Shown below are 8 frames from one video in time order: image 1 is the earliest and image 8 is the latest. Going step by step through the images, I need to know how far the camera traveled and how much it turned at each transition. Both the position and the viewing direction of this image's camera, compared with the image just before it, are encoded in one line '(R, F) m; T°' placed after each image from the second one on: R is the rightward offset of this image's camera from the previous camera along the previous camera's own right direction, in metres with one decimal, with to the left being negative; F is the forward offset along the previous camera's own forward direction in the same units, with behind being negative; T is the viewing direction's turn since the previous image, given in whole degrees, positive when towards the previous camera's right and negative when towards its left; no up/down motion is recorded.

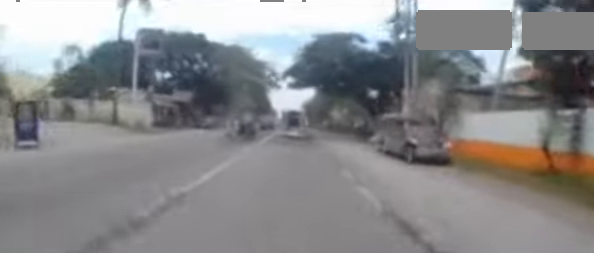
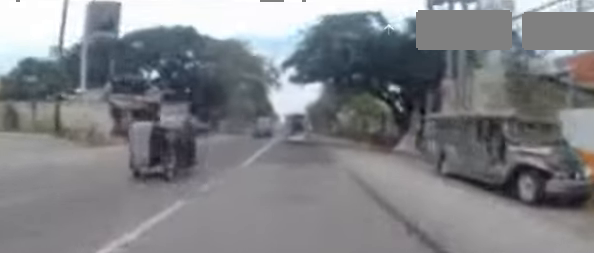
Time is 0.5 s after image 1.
(0.0, +6.3) m; 0°
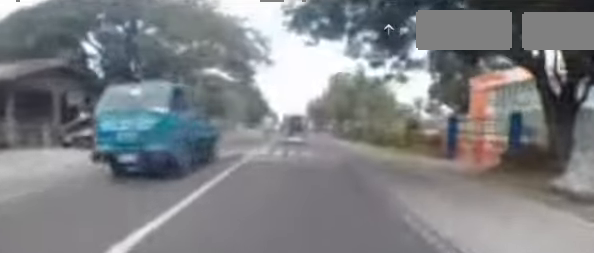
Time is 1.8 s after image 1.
(0.0, +14.9) m; -2°
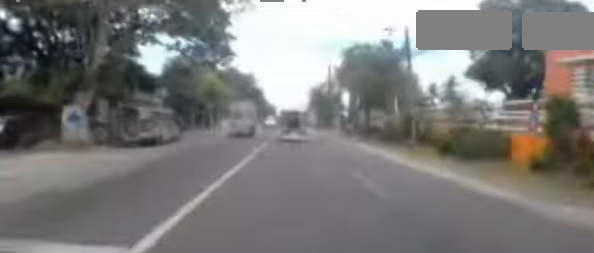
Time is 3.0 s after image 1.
(-0.5, +14.0) m; 0°
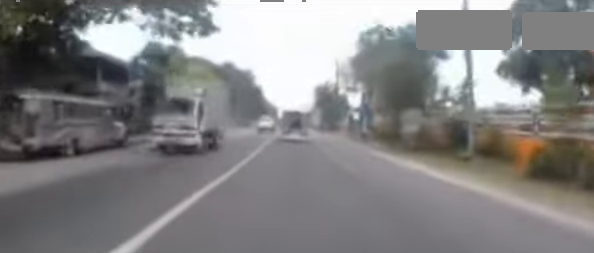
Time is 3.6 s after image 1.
(+0.3, +6.3) m; +1°
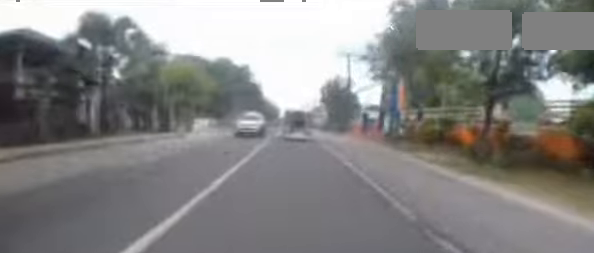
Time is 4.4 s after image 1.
(+0.1, +9.2) m; +1°
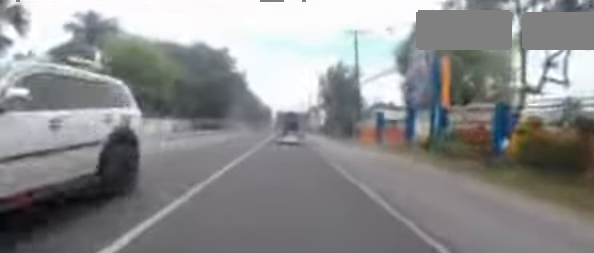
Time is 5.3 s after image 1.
(-0.1, +10.5) m; 0°
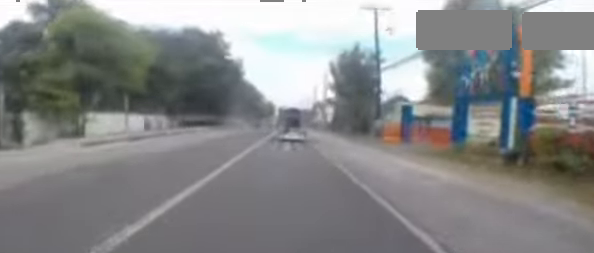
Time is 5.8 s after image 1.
(0.0, +6.2) m; 0°
